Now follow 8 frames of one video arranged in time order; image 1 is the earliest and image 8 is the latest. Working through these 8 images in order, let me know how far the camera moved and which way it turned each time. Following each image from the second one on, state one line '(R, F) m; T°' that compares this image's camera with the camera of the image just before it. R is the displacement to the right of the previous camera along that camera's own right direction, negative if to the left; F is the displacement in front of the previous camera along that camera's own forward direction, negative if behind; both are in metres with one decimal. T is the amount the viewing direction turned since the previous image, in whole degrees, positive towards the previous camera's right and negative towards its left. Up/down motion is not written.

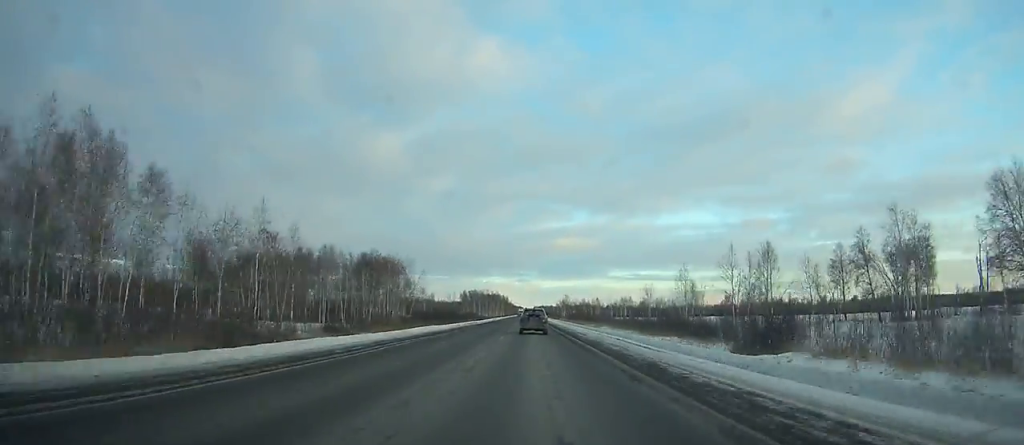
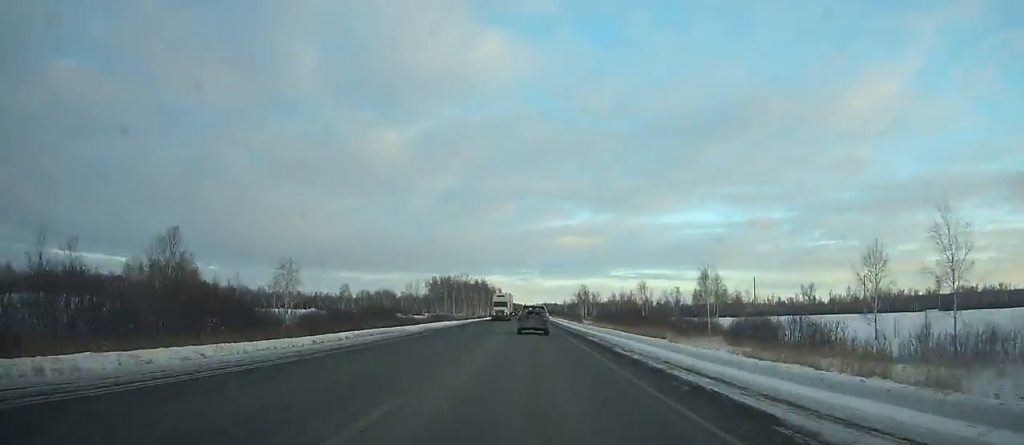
(+0.2, +126.3) m; 0°
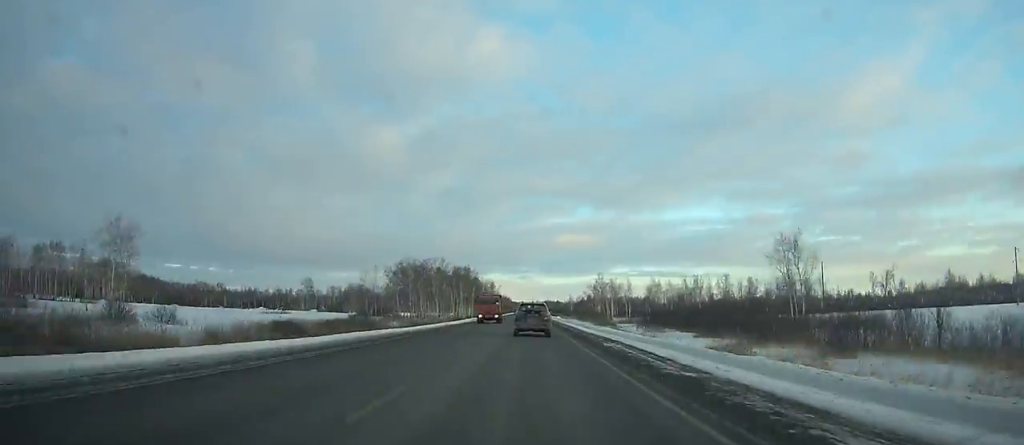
(-0.1, +70.7) m; 0°
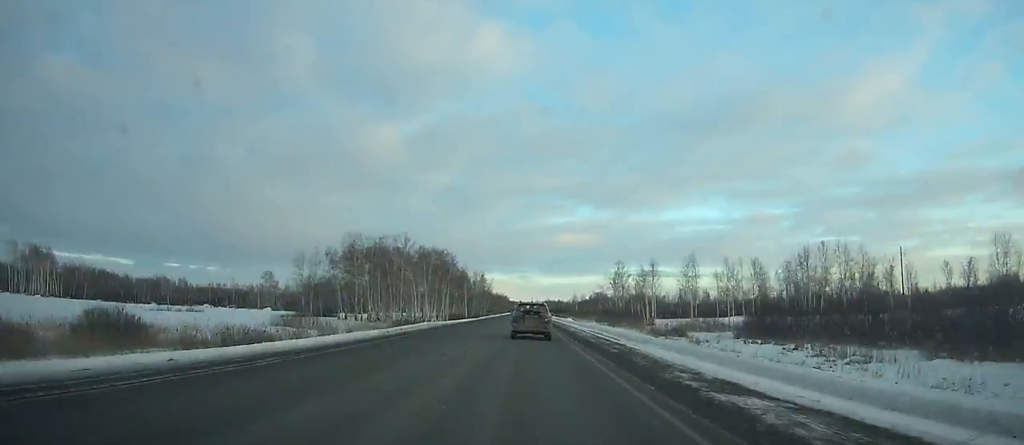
(0.0, +51.9) m; 0°
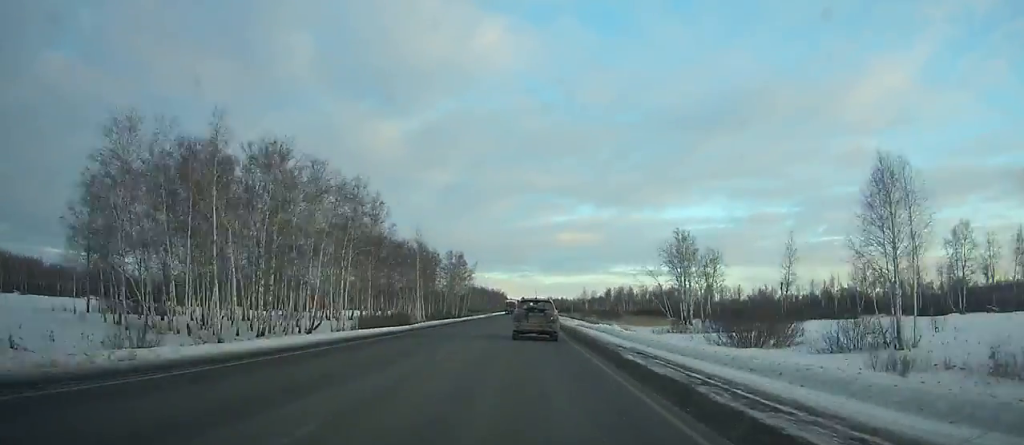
(-0.1, +69.6) m; 0°
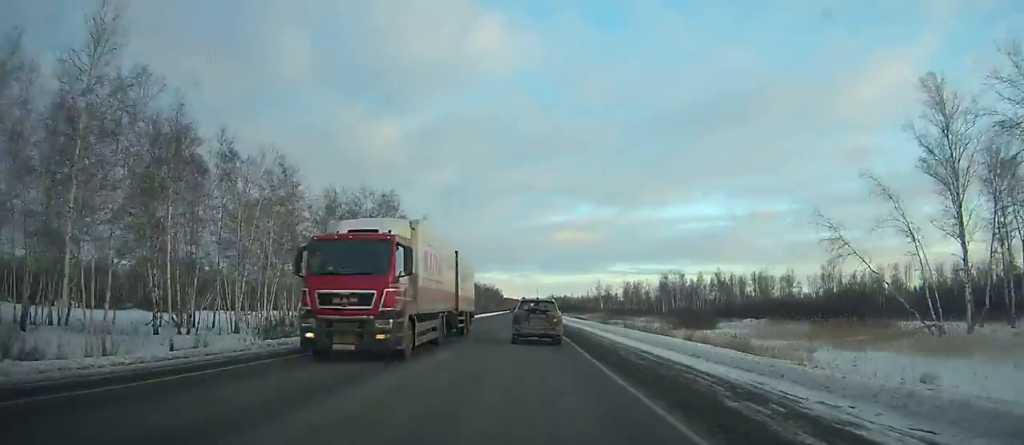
(-0.1, +74.8) m; 0°
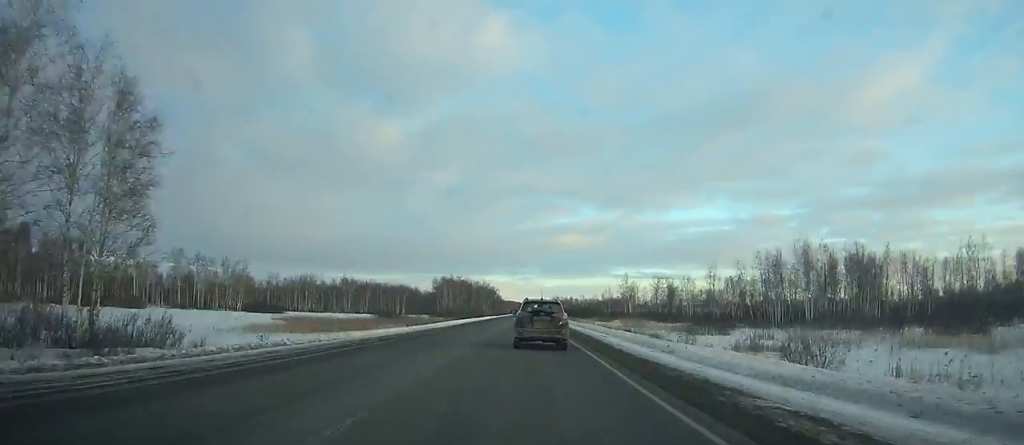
(0.0, +68.0) m; 0°
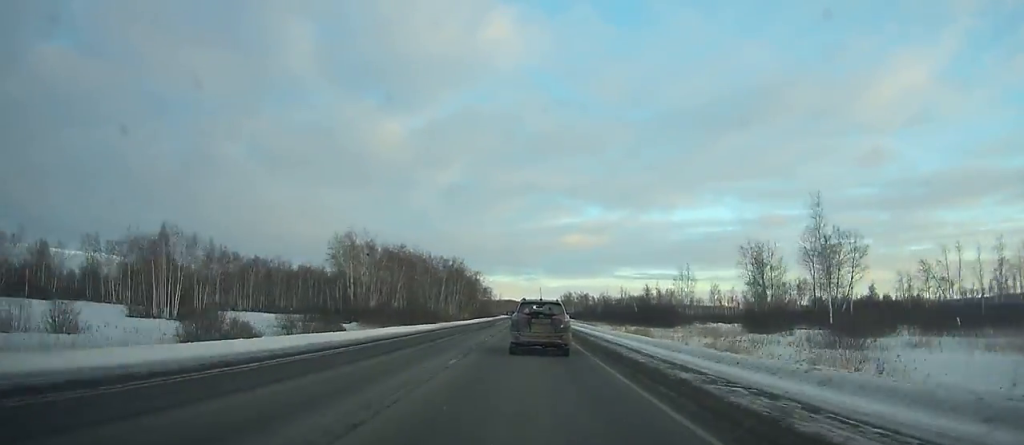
(-0.5, +133.3) m; 0°
